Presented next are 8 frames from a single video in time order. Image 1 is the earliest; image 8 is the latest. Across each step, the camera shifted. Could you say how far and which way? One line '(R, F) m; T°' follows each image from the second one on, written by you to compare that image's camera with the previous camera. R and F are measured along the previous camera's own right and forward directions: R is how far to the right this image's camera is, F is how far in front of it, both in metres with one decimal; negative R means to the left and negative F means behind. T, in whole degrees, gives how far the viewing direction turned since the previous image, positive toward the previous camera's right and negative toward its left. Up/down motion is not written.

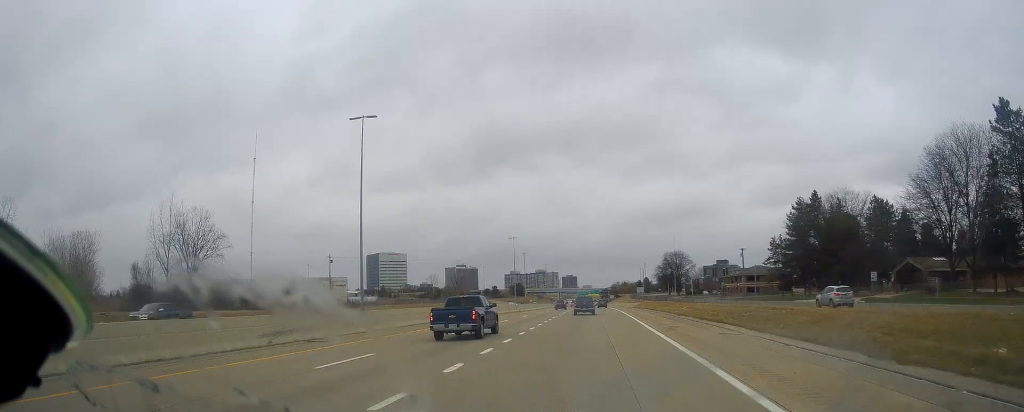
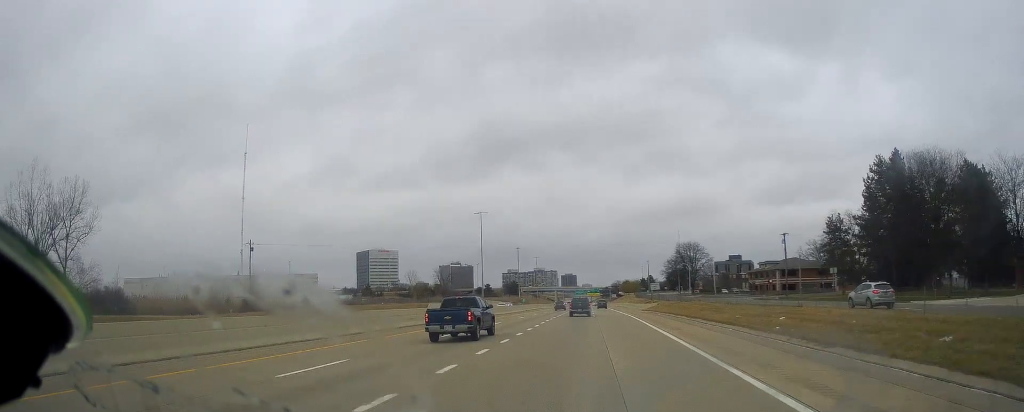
(-0.2, +31.7) m; -1°
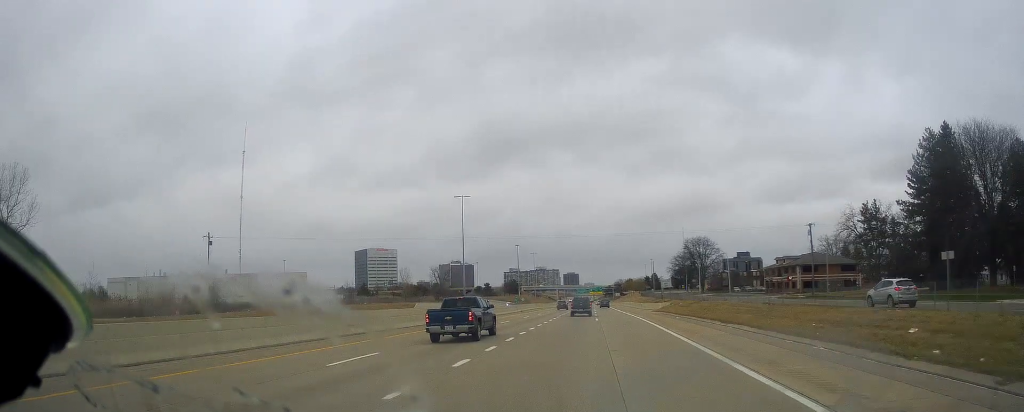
(-0.2, +12.5) m; 0°
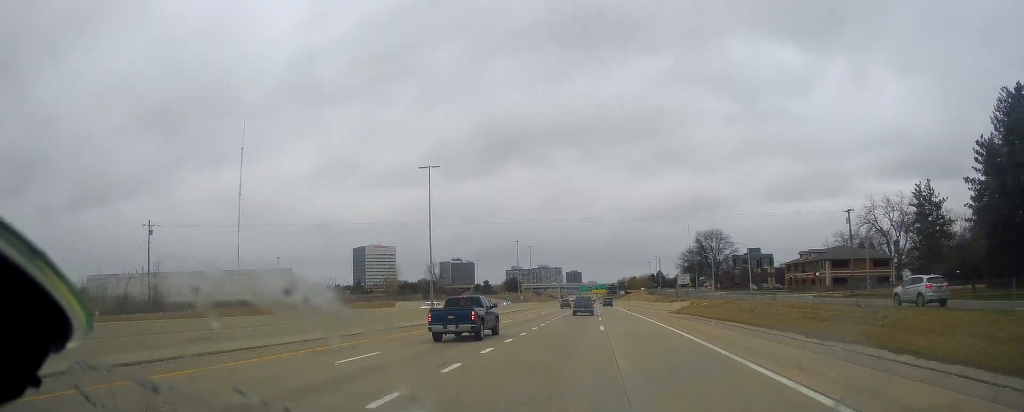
(0.0, +14.4) m; 0°
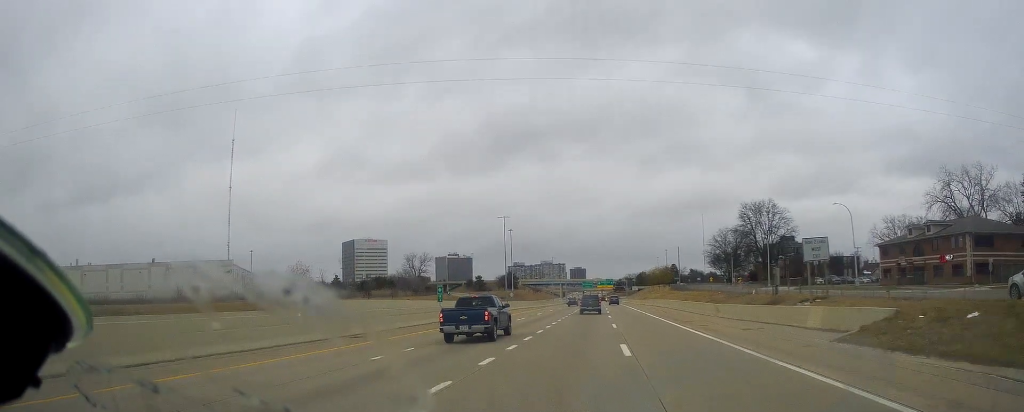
(-0.4, +43.5) m; 0°
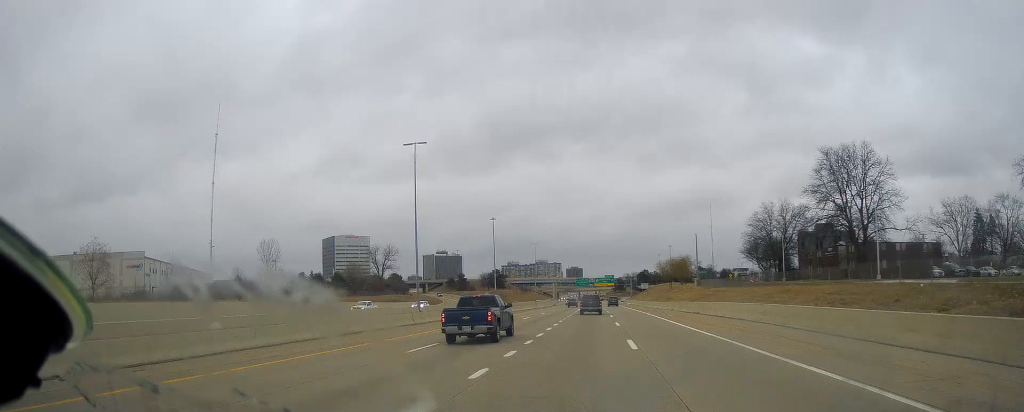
(+0.5, +43.2) m; 0°
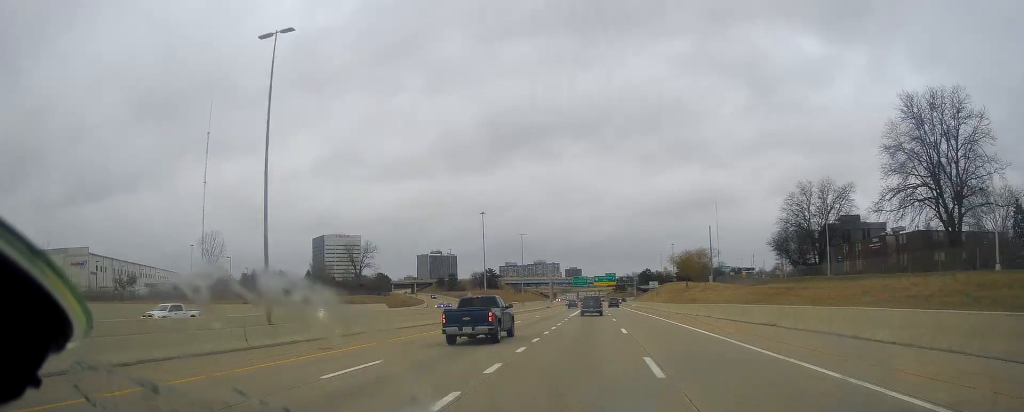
(-0.1, +21.8) m; -1°
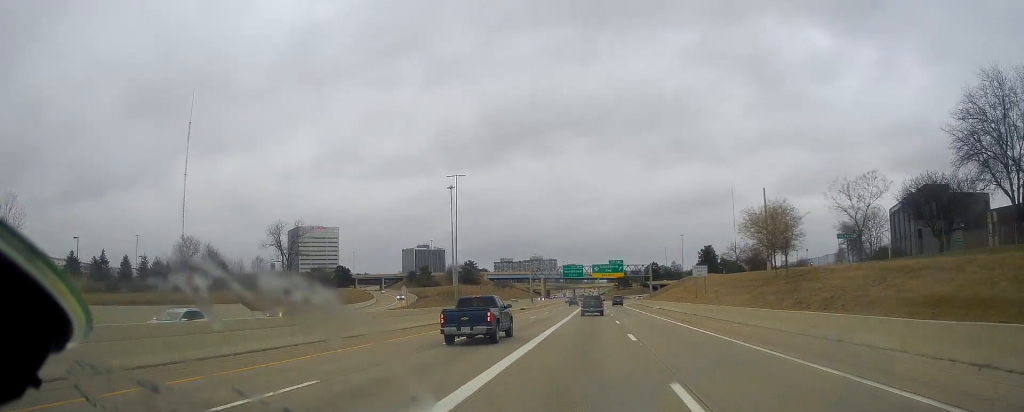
(-0.3, +50.5) m; 0°
